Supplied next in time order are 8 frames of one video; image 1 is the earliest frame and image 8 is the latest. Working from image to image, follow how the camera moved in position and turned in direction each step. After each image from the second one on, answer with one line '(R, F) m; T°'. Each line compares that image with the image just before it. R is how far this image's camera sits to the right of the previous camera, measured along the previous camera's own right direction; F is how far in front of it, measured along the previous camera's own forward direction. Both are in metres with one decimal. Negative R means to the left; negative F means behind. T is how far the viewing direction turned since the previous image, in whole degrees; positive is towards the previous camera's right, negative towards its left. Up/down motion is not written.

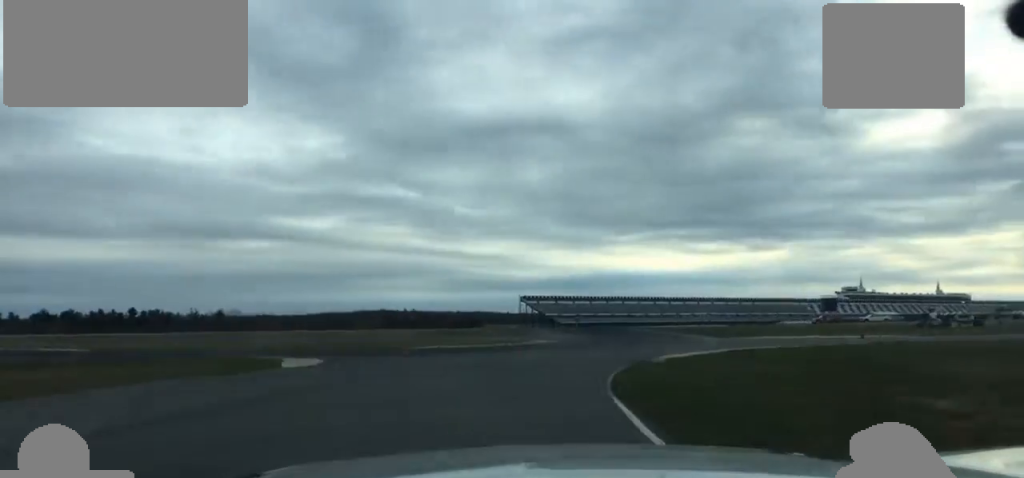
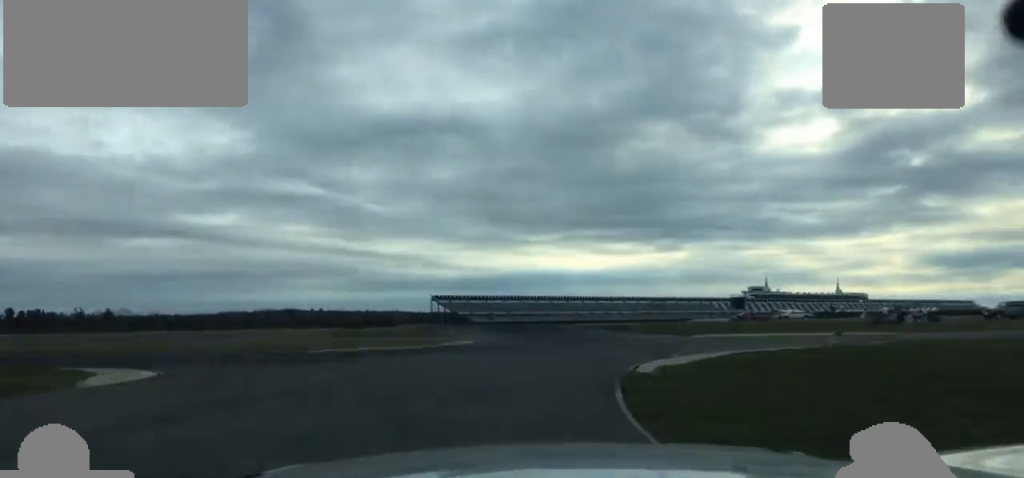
(+0.4, +11.2) m; +5°
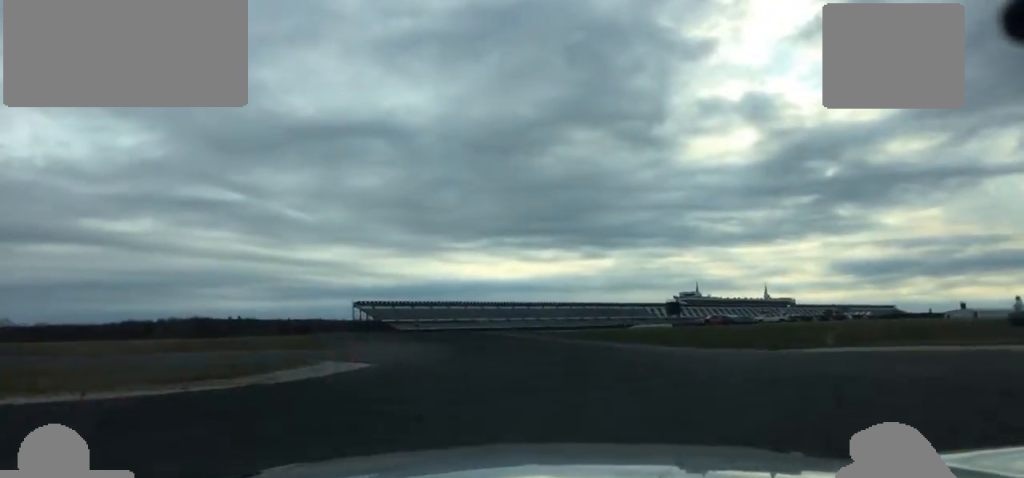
(+2.2, +31.2) m; +2°
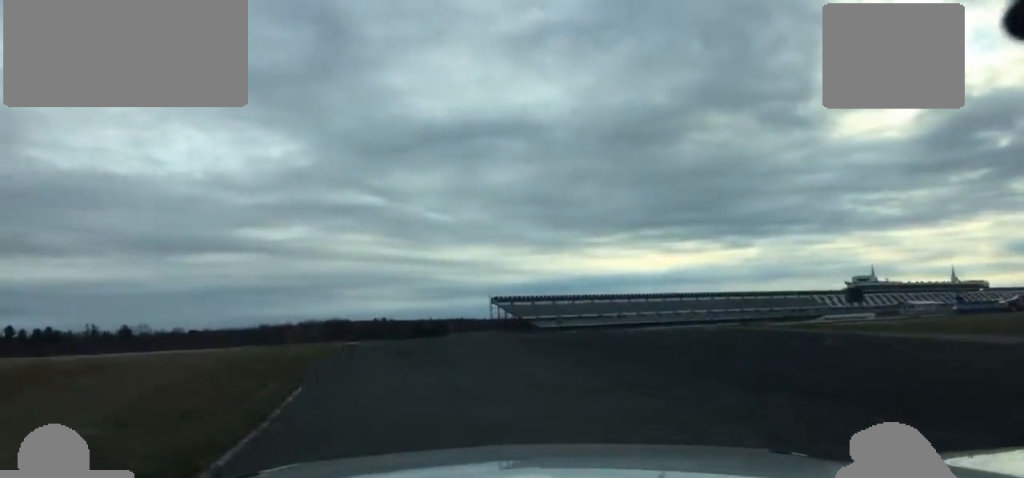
(-1.9, +44.6) m; -5°
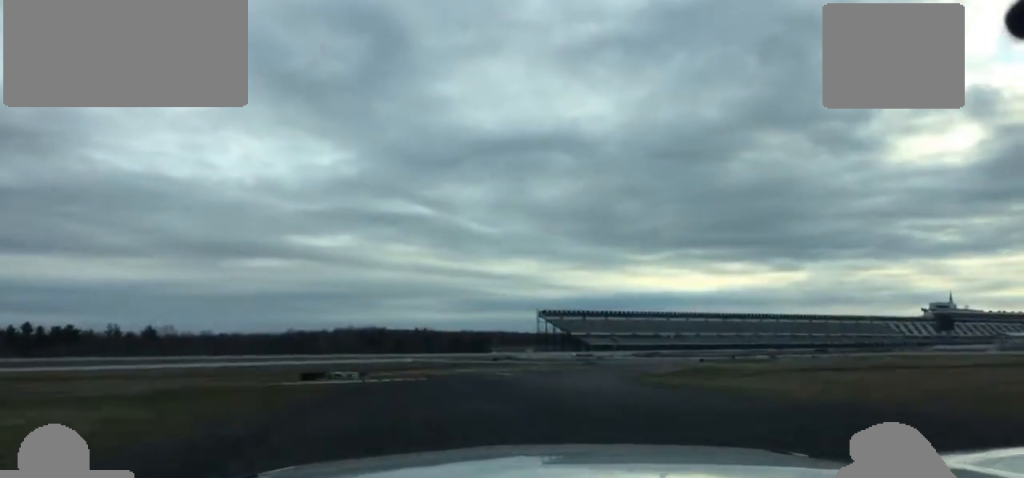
(-1.3, +34.0) m; -2°
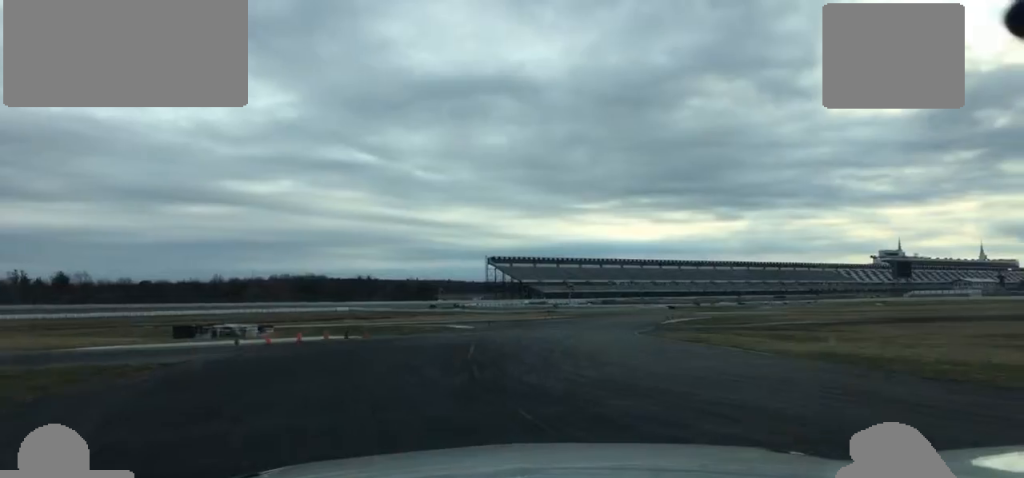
(+0.2, +25.6) m; +4°
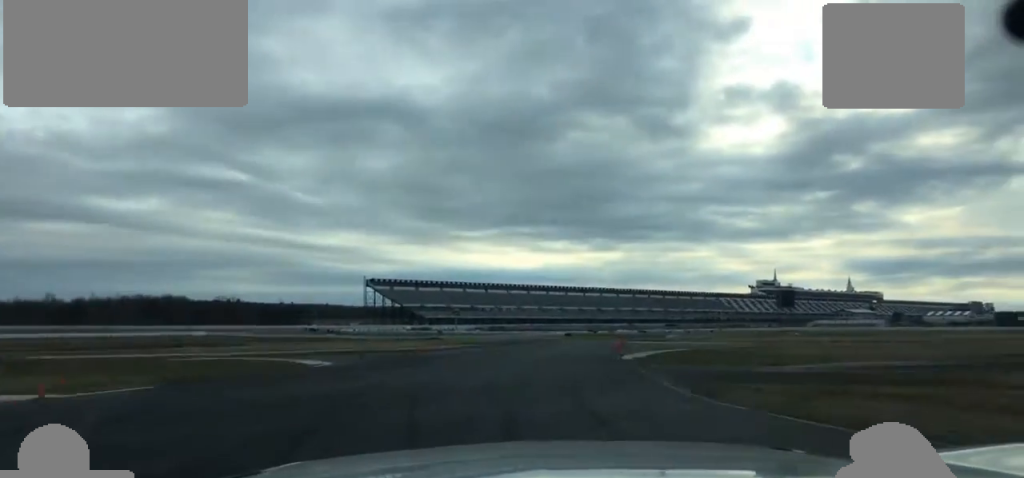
(+1.7, +24.3) m; +7°
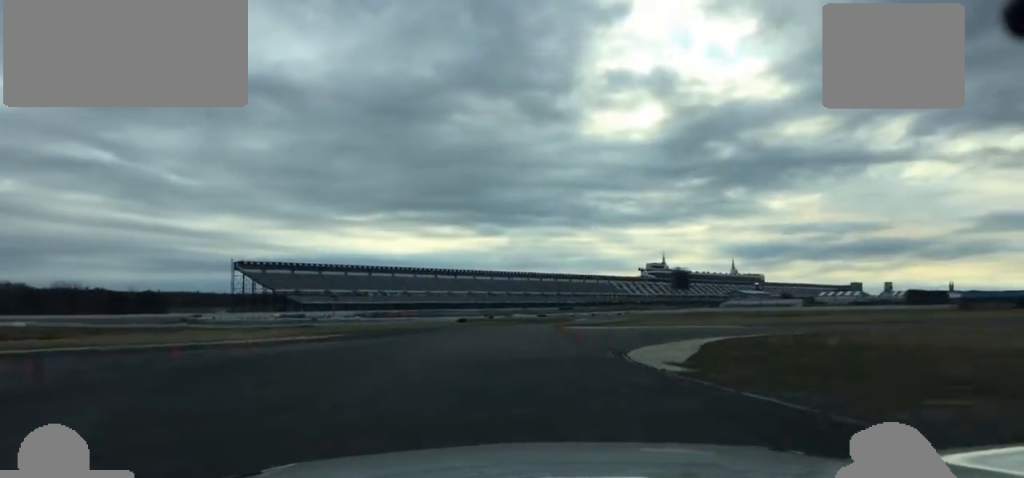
(+1.5, +24.4) m; +5°
